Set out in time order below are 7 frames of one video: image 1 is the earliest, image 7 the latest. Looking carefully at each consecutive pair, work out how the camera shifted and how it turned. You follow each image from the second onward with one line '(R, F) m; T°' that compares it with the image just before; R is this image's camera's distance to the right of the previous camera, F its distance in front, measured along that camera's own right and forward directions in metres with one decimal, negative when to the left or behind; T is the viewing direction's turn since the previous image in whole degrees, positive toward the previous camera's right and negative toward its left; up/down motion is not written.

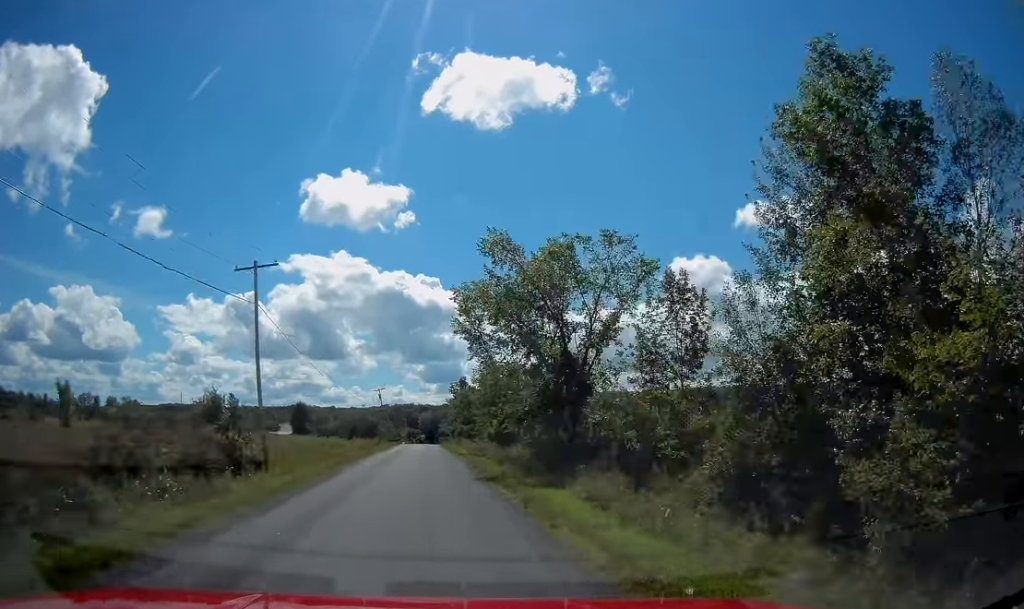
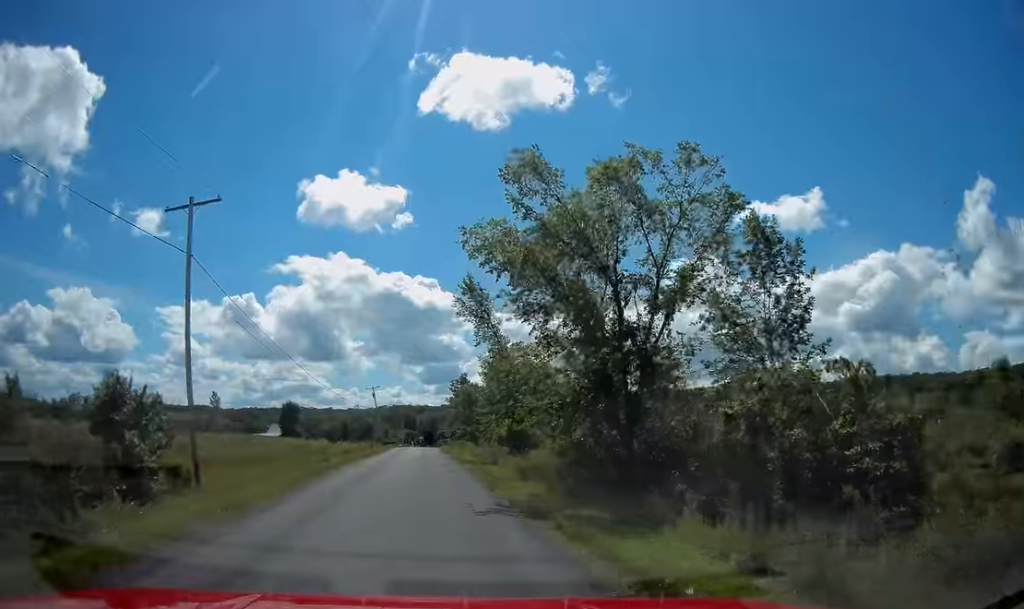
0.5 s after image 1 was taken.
(0.0, +9.8) m; +1°
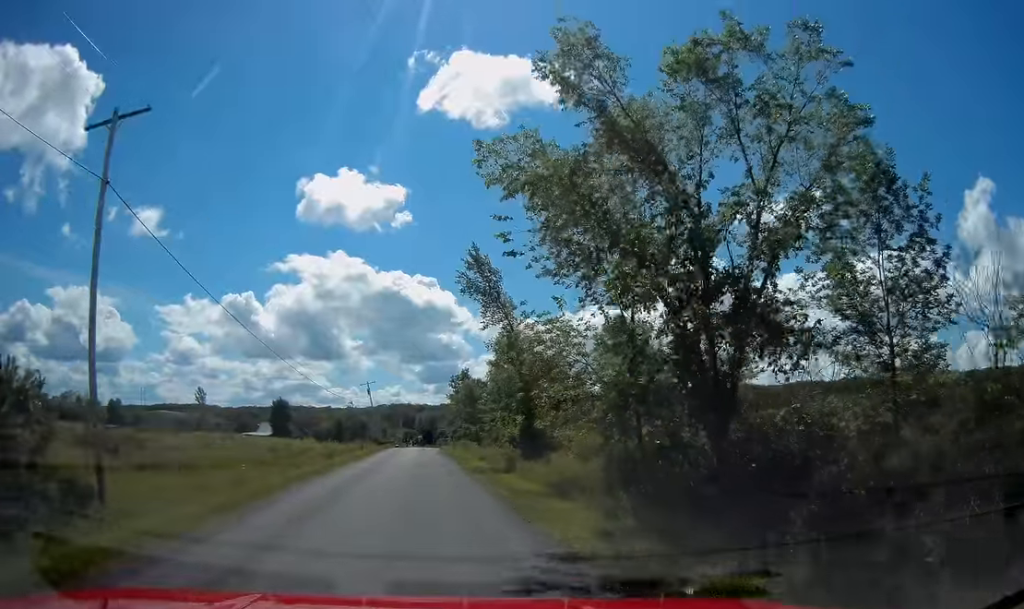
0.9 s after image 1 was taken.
(+0.1, +7.4) m; 0°
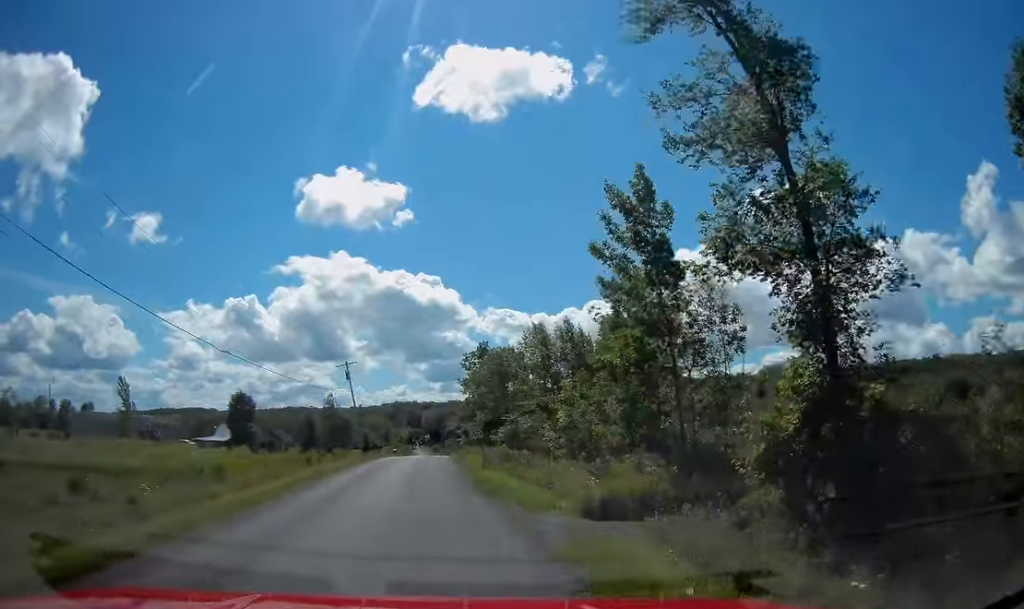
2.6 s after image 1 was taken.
(-0.6, +30.9) m; -2°
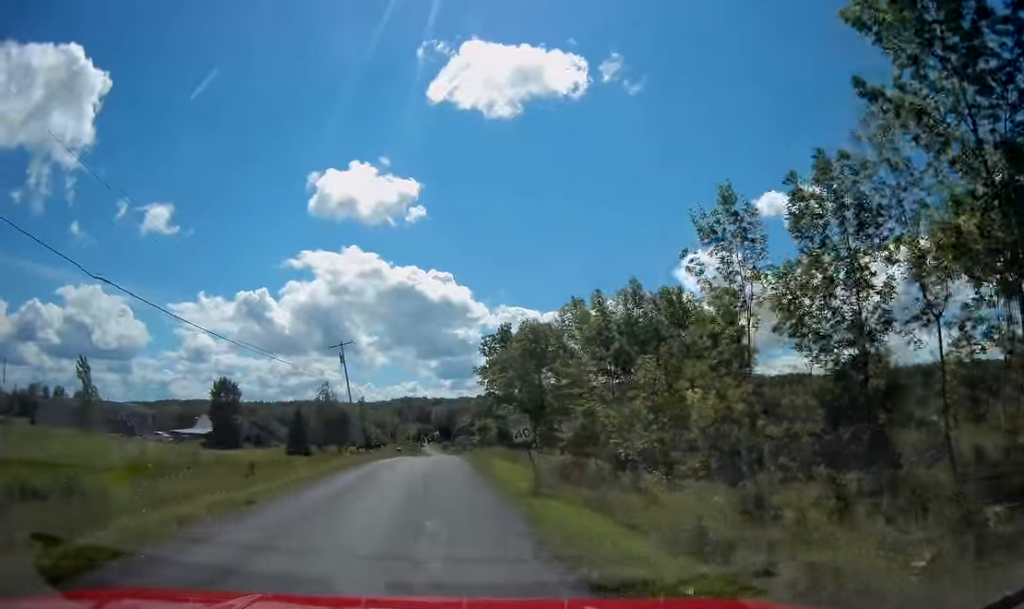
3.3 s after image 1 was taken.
(+0.1, +12.3) m; 0°
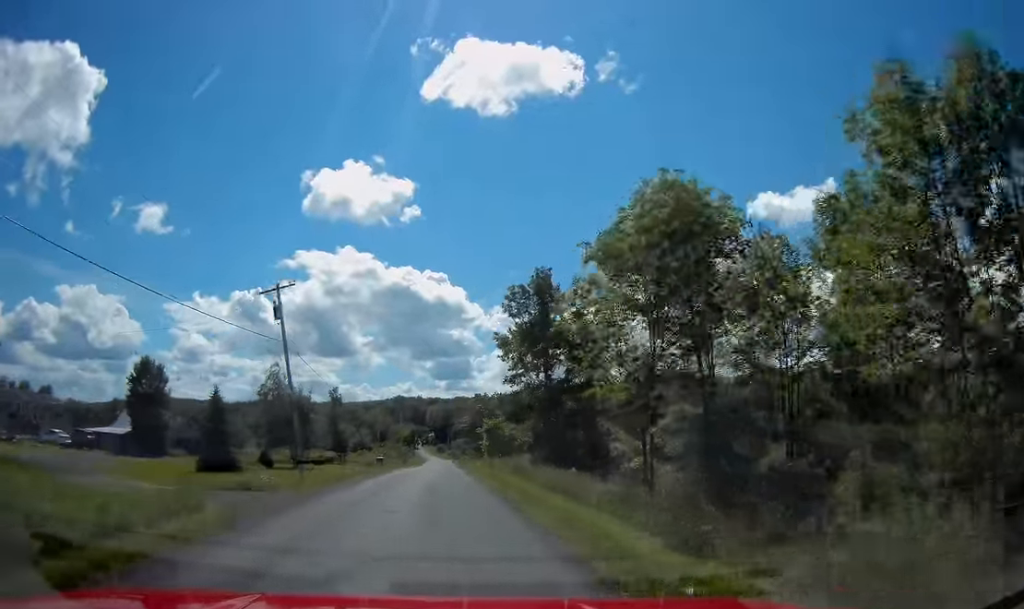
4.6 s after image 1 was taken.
(+0.1, +24.0) m; 0°
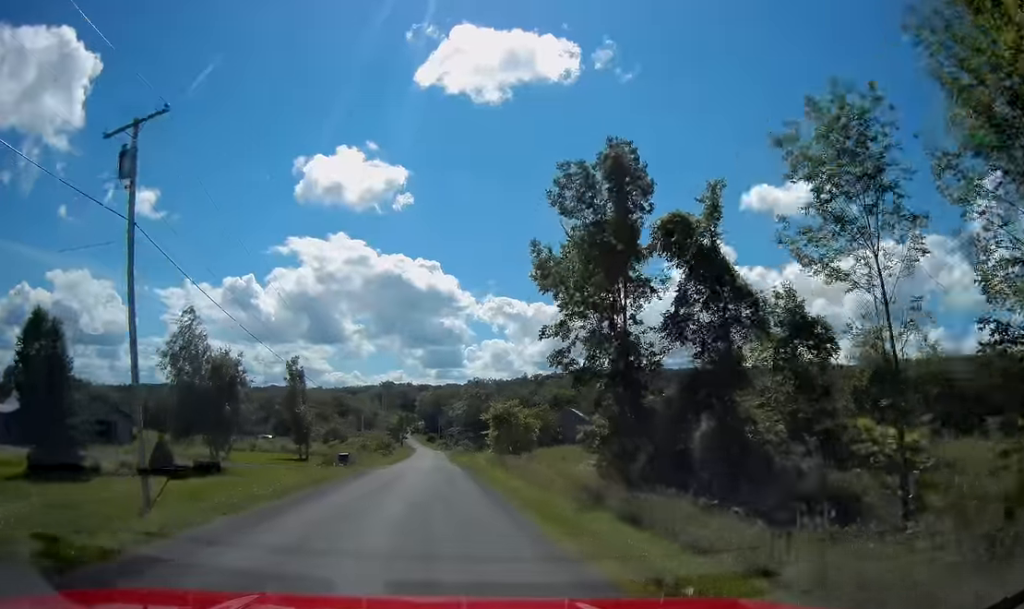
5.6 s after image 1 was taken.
(0.0, +19.1) m; +1°
